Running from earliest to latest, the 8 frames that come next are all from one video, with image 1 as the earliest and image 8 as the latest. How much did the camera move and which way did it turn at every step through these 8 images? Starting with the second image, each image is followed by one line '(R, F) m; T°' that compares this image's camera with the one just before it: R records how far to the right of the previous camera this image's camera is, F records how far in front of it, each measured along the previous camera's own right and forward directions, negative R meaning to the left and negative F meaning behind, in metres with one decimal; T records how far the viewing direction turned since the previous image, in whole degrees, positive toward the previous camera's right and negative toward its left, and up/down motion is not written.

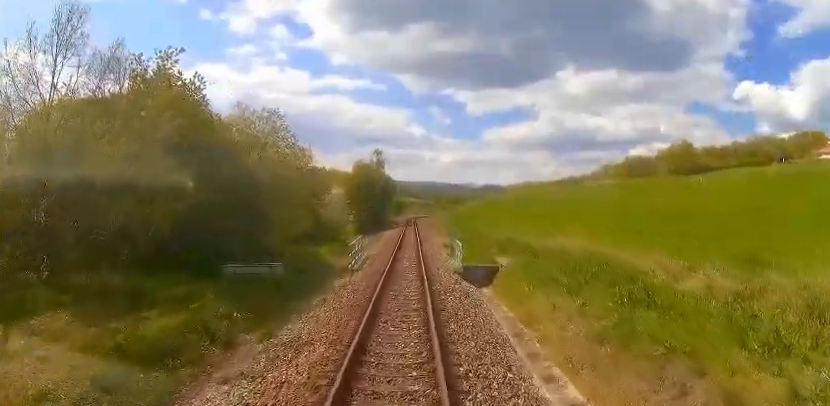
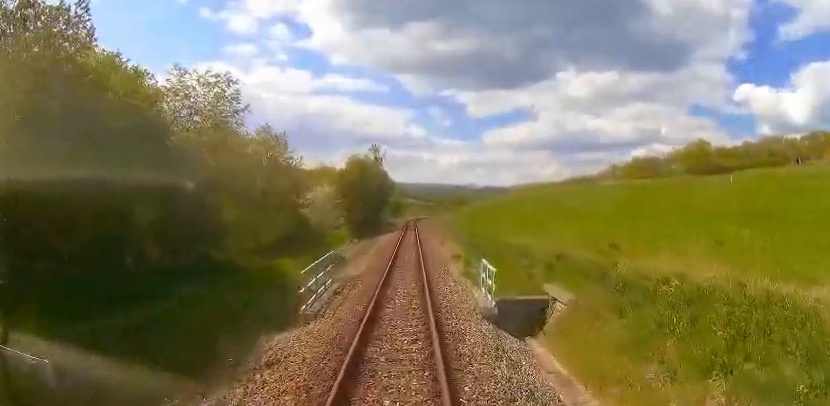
(-0.3, +9.8) m; -2°
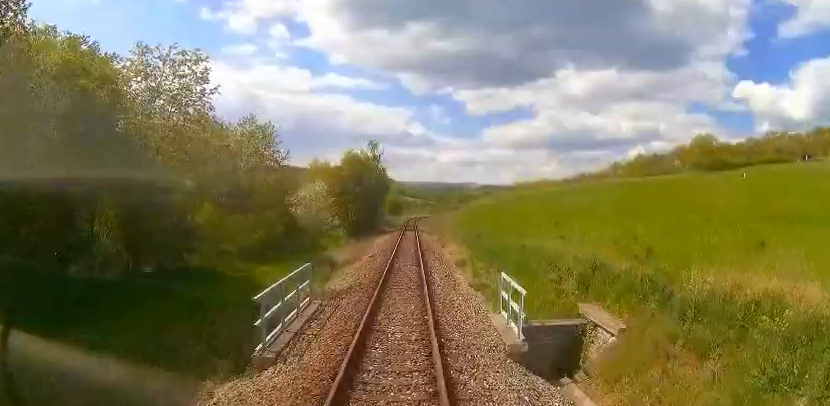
(0.0, +4.6) m; 0°
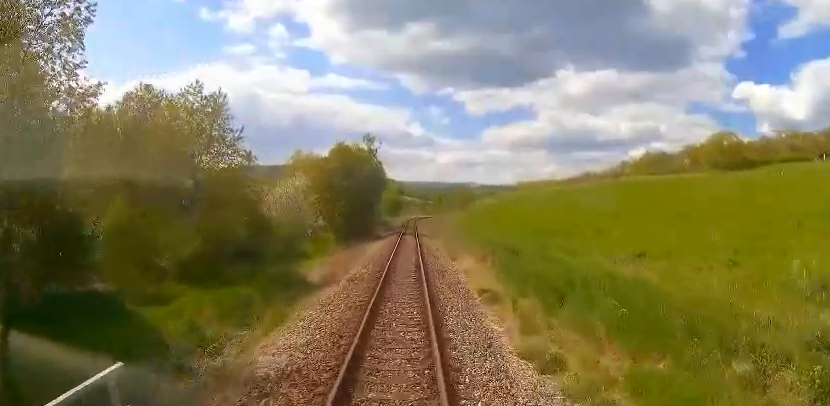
(0.0, +11.4) m; 0°
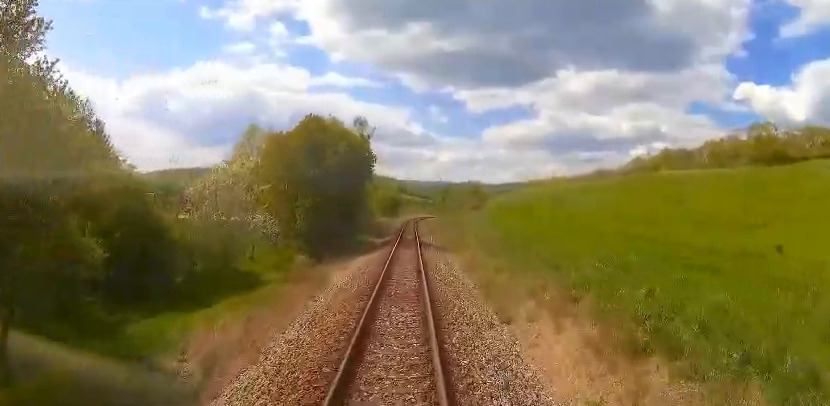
(+0.3, +14.6) m; +2°
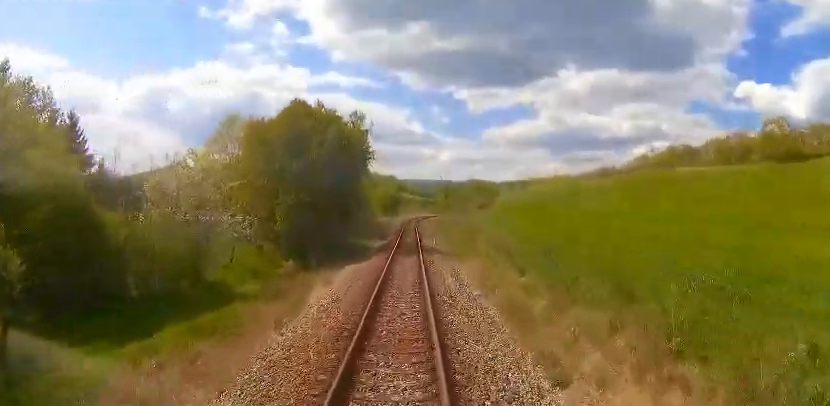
(0.0, +4.4) m; 0°
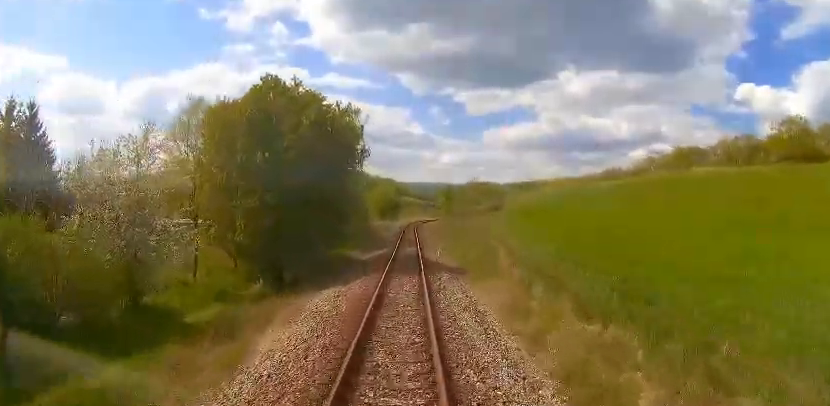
(0.0, +5.8) m; 0°
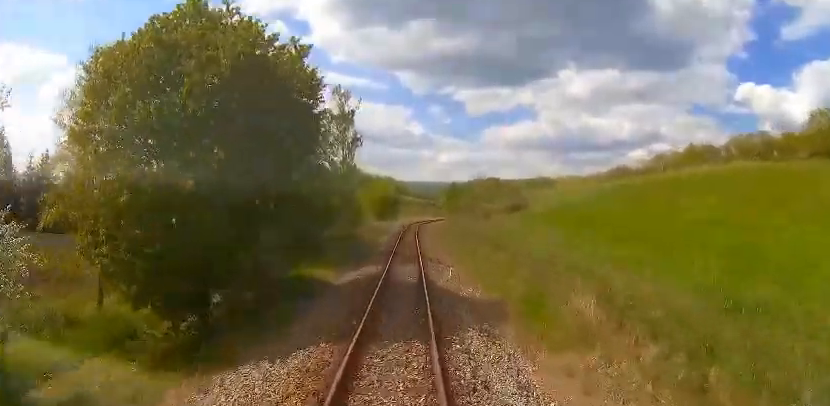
(0.0, +9.1) m; 0°
